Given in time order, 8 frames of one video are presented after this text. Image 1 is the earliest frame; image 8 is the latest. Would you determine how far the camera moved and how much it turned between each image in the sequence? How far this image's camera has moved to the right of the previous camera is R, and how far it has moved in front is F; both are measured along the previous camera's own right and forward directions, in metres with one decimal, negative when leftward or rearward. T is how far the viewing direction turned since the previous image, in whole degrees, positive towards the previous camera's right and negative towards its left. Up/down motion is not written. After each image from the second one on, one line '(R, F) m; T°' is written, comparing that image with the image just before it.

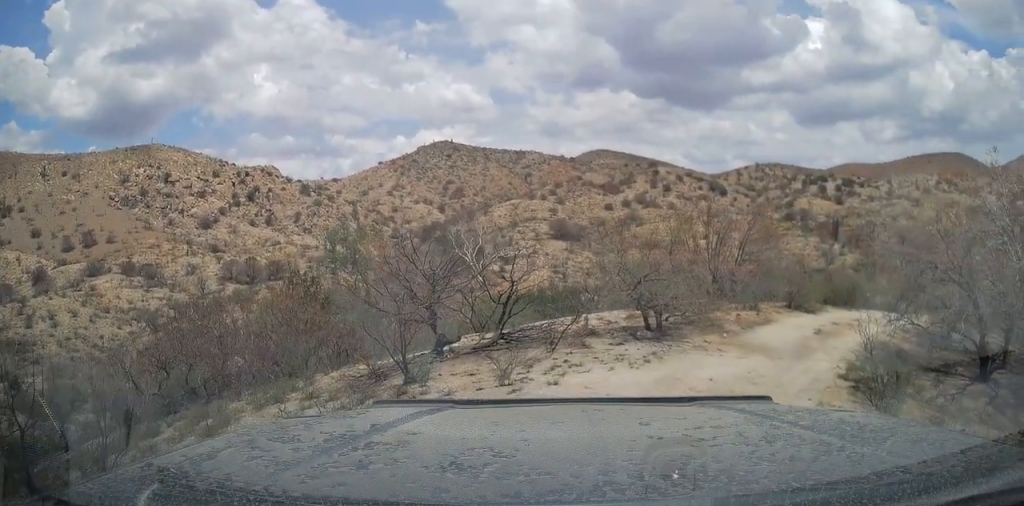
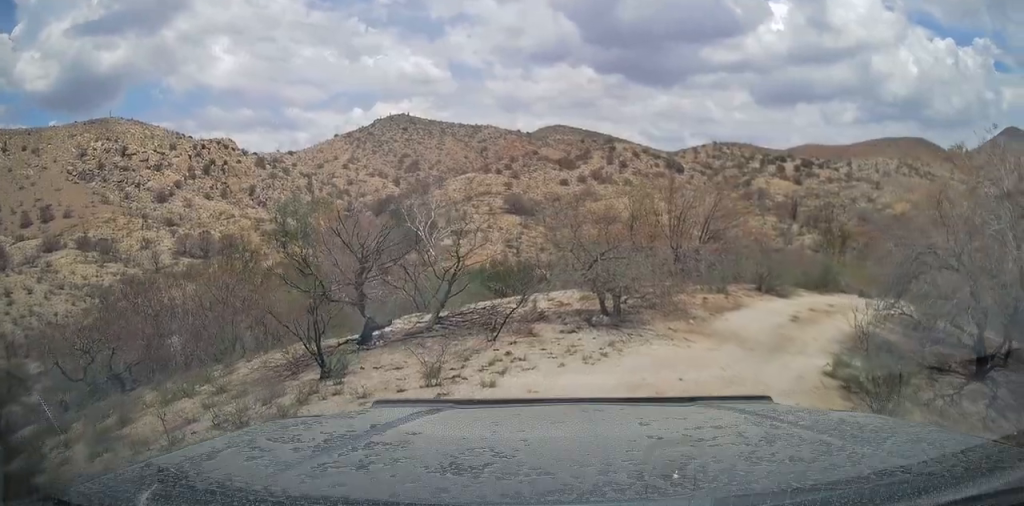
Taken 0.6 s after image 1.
(+0.1, +1.6) m; +3°
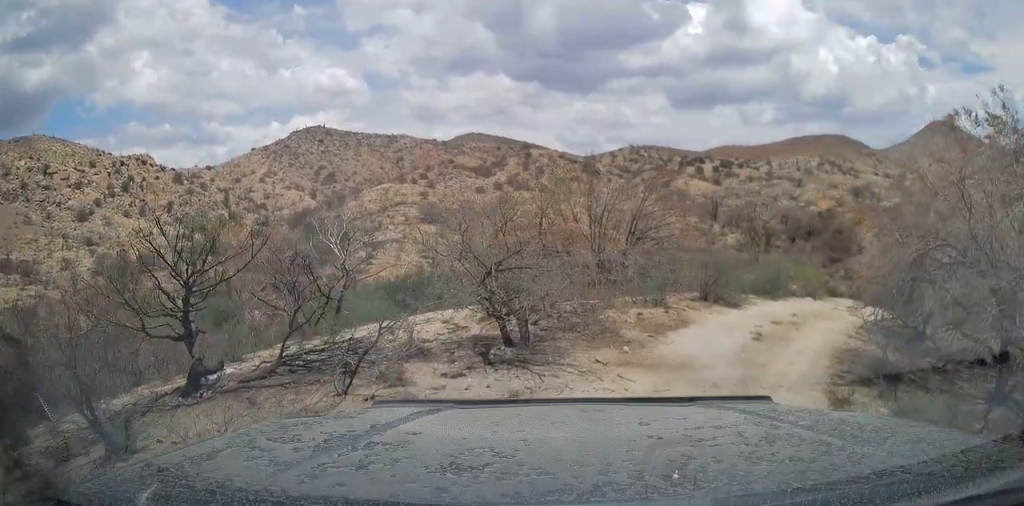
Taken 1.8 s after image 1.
(+0.1, +3.1) m; +10°
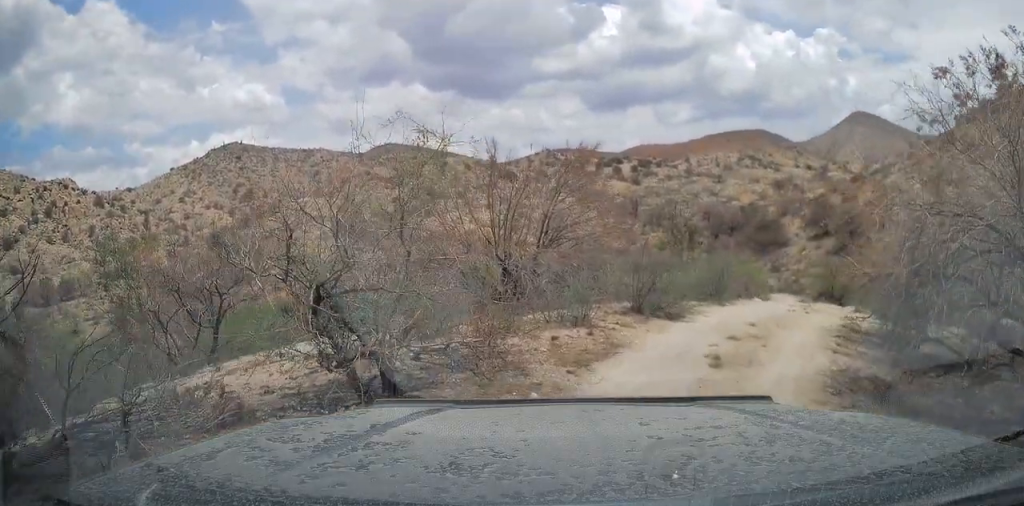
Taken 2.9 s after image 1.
(+0.3, +2.6) m; +10°
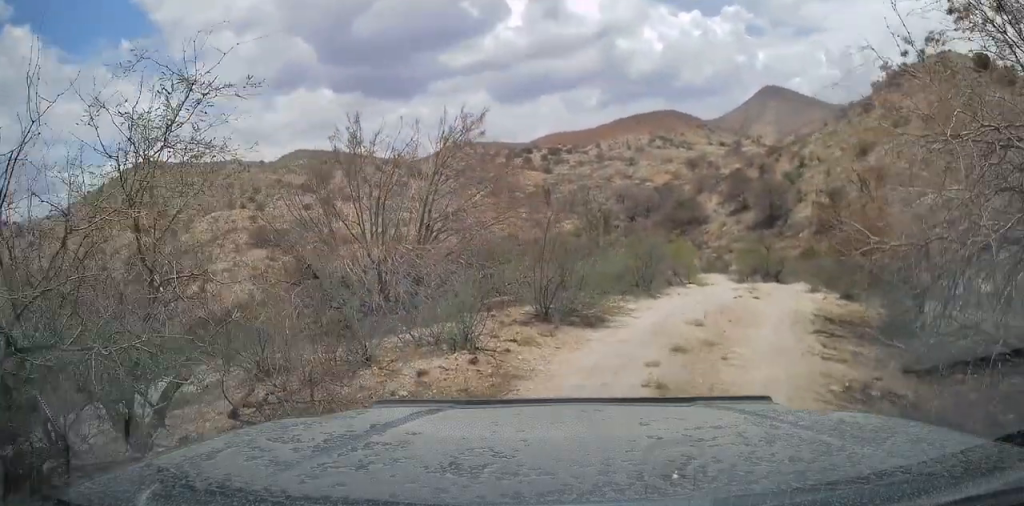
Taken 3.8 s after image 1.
(0.0, +2.2) m; +7°
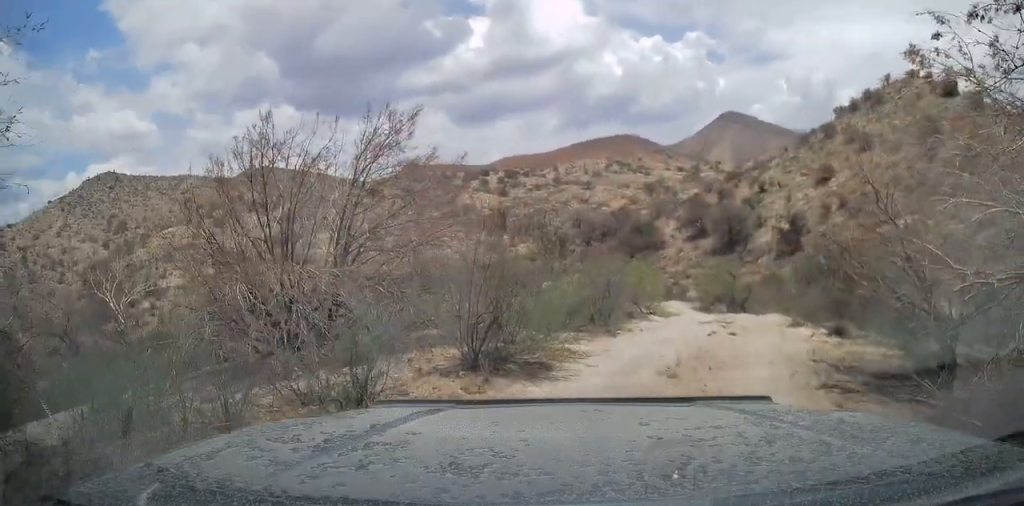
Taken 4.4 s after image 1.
(+0.2, +1.6) m; +3°
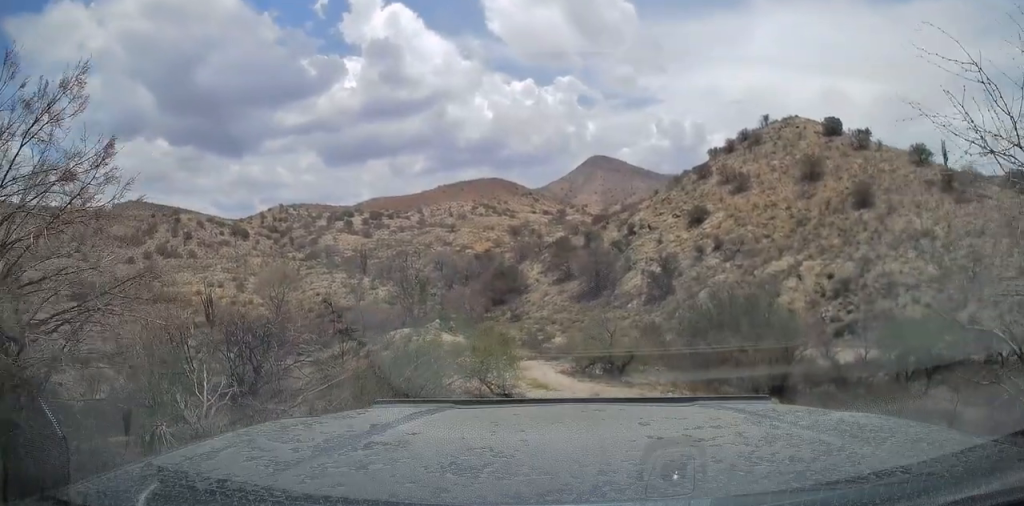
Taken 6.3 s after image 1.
(+0.5, +4.7) m; +11°
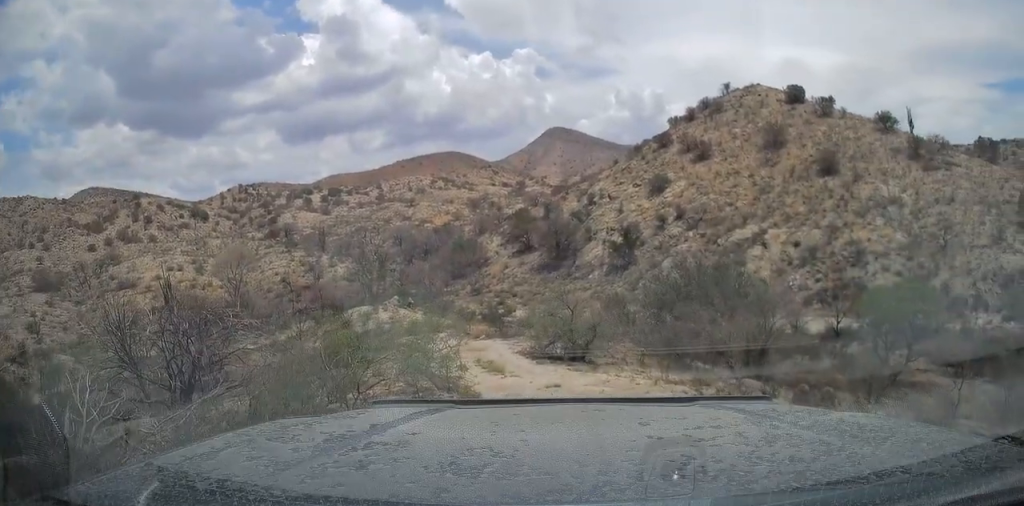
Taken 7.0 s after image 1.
(0.0, +1.8) m; +2°
